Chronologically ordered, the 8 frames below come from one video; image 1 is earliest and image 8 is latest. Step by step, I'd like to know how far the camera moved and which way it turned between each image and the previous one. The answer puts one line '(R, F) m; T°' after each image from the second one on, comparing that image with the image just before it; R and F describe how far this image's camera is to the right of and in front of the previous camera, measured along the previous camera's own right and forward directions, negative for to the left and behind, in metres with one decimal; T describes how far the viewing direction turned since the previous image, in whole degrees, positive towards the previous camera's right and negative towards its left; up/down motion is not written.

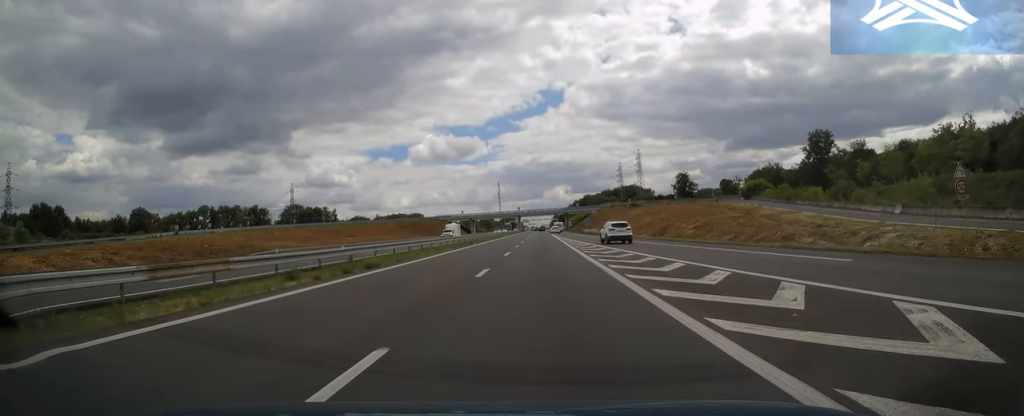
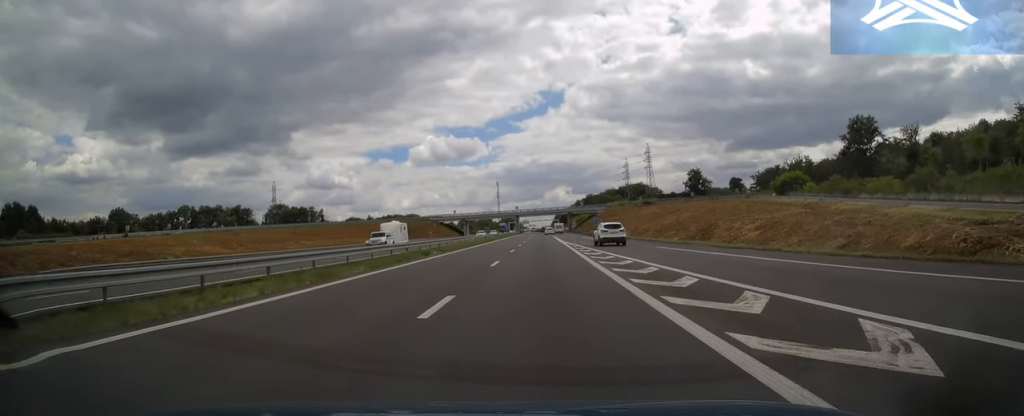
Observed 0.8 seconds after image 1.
(0.0, +20.5) m; 0°
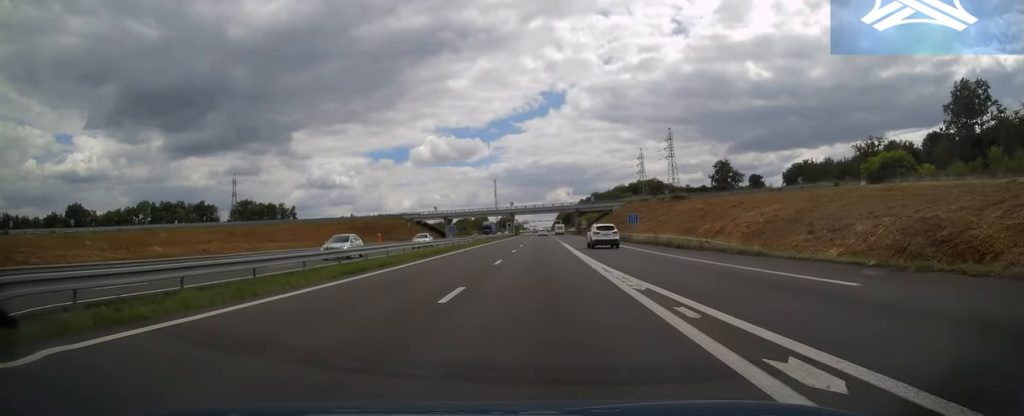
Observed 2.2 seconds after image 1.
(0.0, +36.9) m; 0°
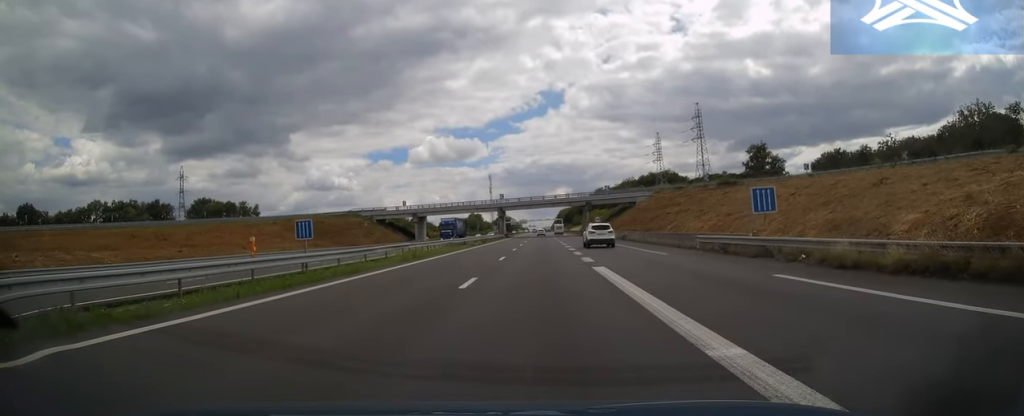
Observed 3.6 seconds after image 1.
(-0.1, +35.9) m; 0°
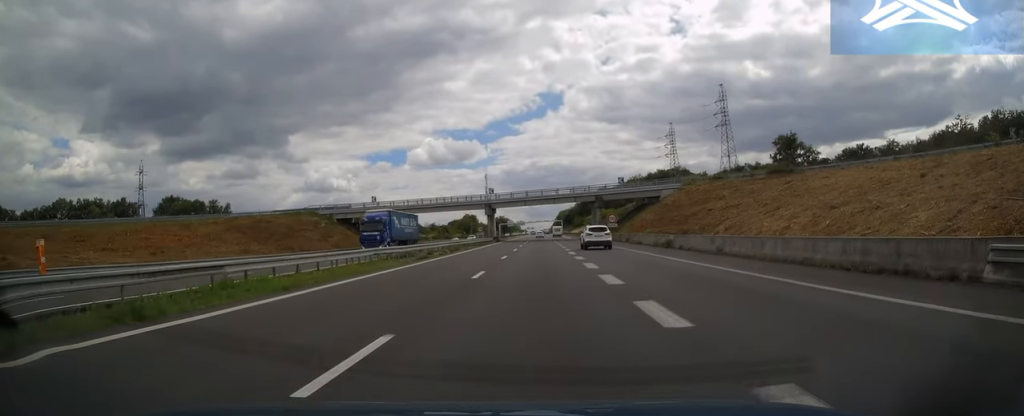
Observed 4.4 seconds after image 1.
(0.0, +22.0) m; 0°
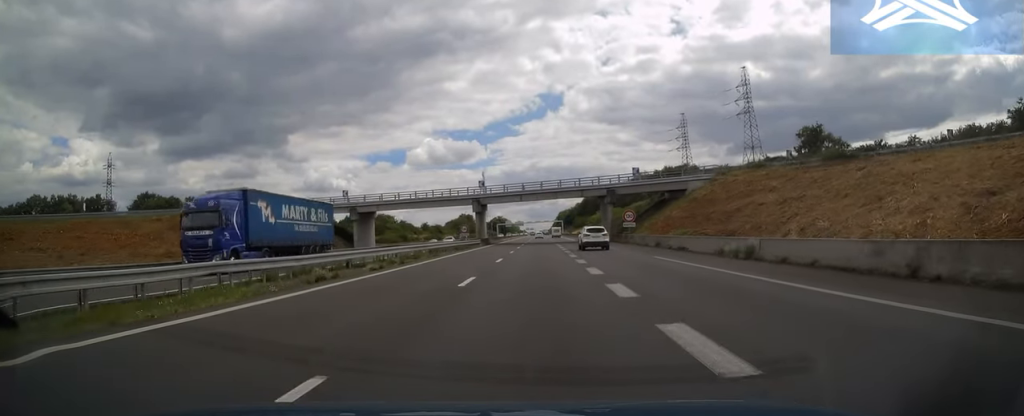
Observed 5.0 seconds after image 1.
(0.0, +15.1) m; 0°
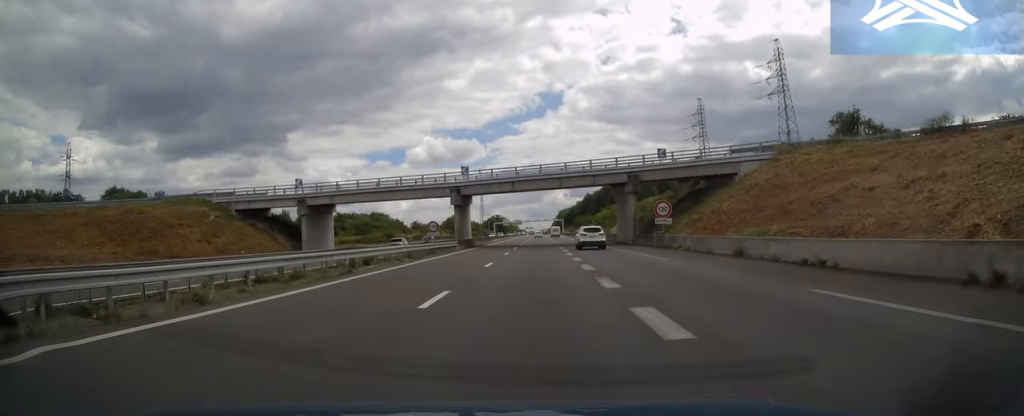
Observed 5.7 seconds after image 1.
(0.0, +17.3) m; 0°
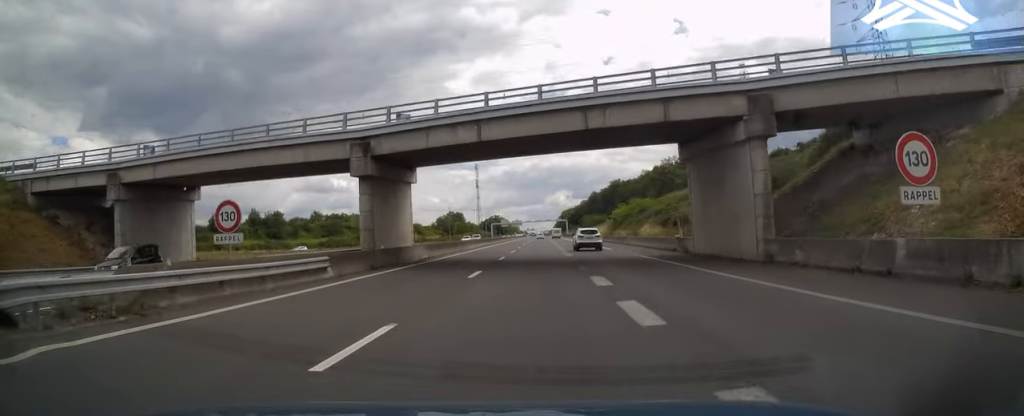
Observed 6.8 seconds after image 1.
(+0.1, +30.3) m; 0°
